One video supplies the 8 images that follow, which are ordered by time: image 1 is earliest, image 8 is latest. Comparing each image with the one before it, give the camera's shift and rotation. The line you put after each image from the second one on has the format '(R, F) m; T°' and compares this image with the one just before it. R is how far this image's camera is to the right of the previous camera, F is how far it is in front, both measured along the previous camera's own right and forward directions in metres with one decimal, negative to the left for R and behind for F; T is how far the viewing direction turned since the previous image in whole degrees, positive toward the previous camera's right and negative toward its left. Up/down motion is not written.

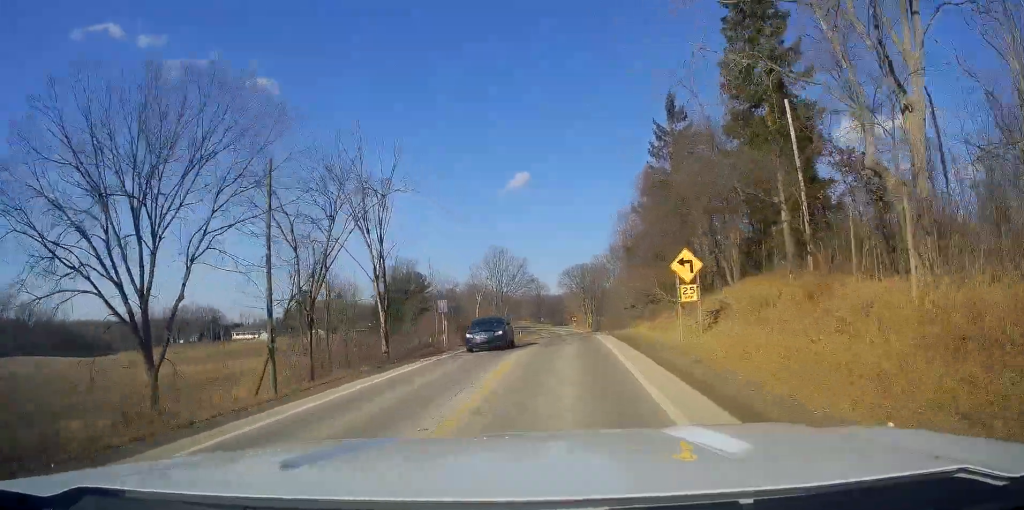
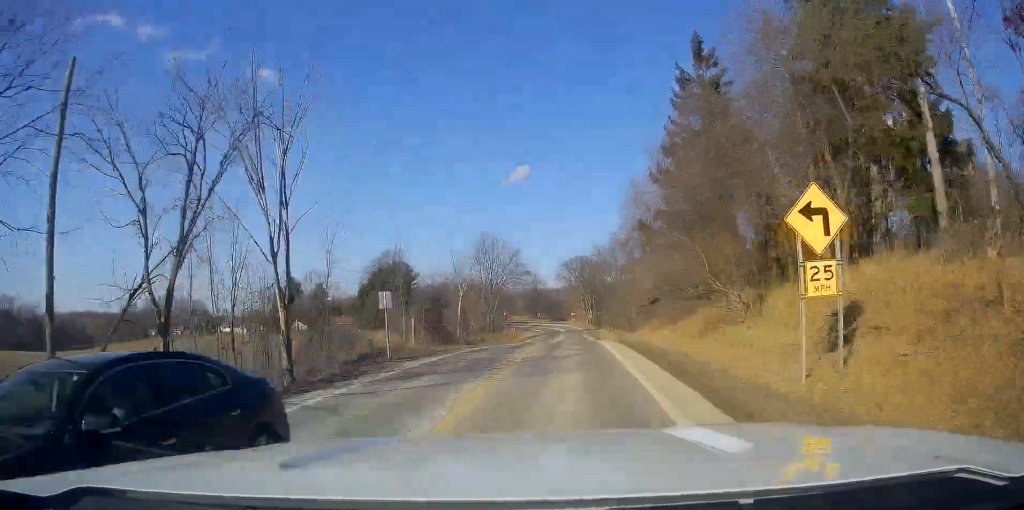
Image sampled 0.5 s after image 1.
(-0.4, +13.0) m; 0°
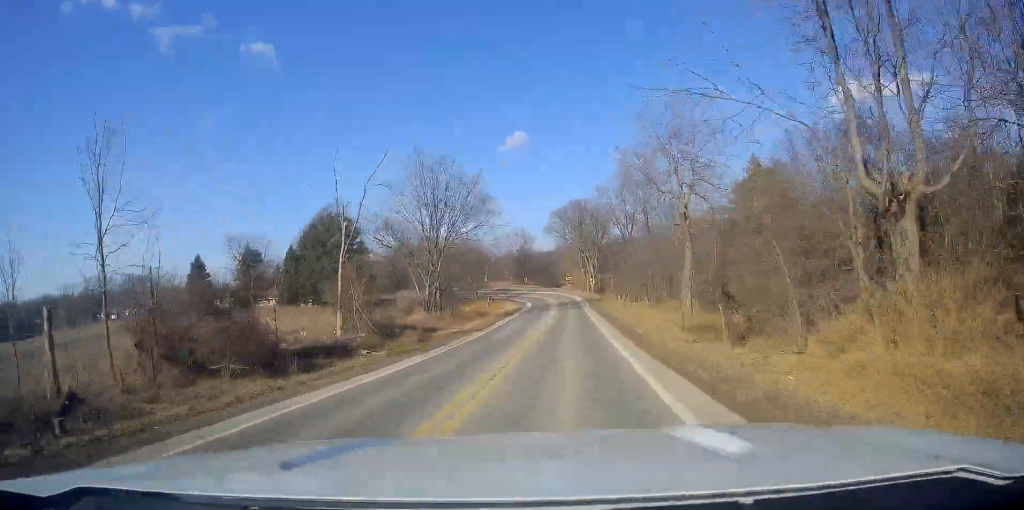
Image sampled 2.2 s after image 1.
(+0.7, +38.1) m; +1°
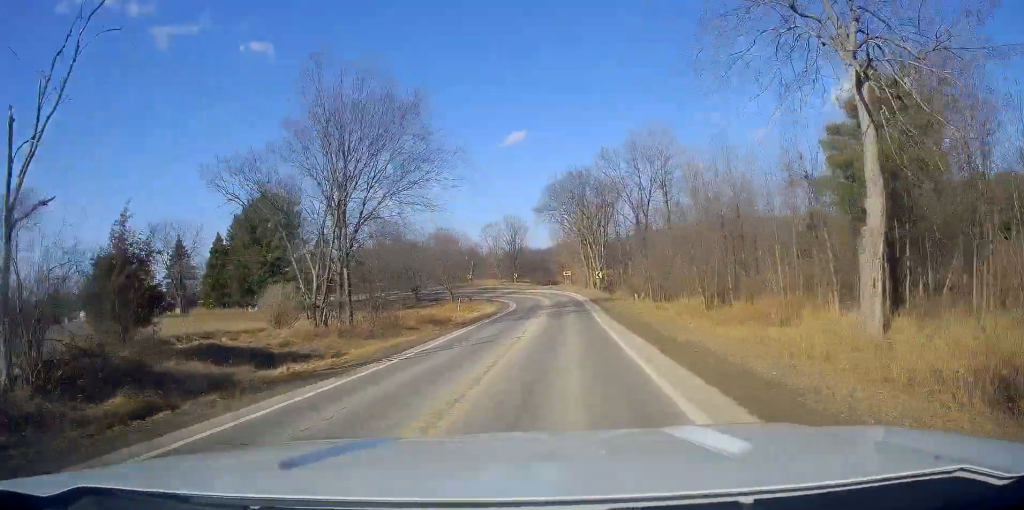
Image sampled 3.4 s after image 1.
(+0.1, +26.2) m; +1°
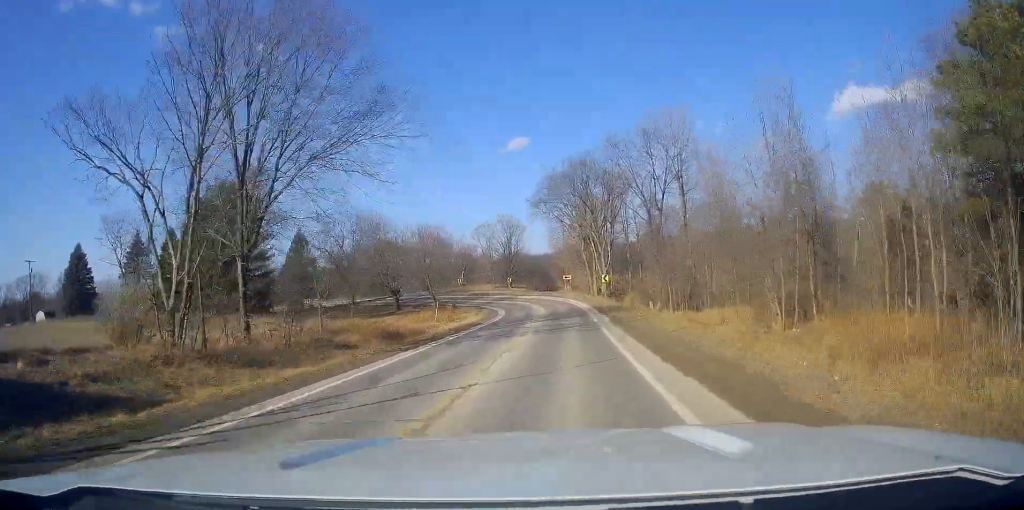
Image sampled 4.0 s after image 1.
(+0.1, +13.5) m; 0°
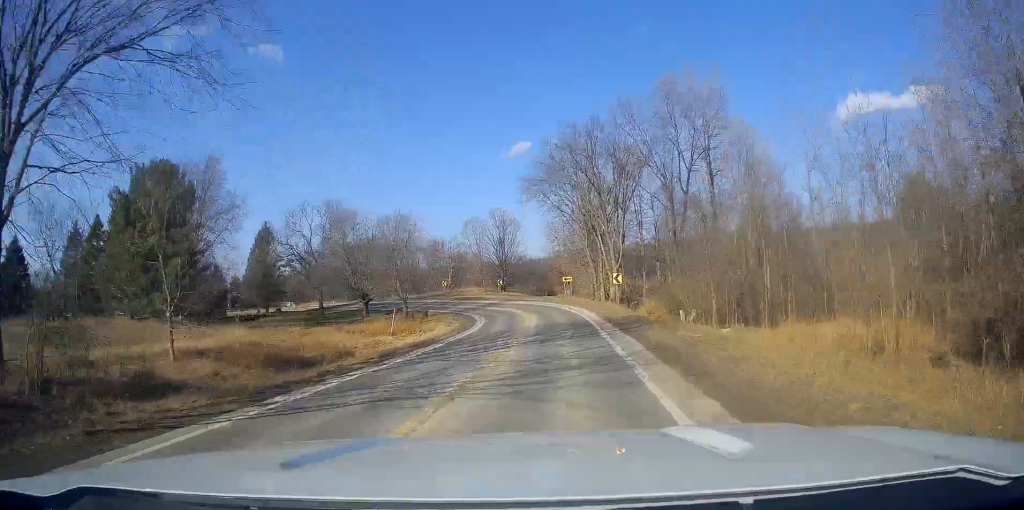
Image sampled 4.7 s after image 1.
(0.0, +16.8) m; 0°
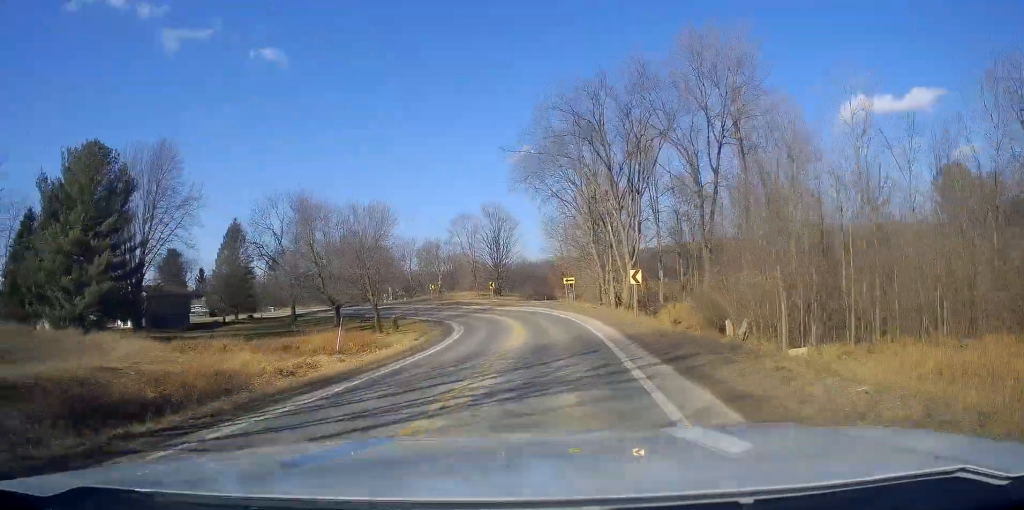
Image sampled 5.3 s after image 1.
(0.0, +10.8) m; 0°
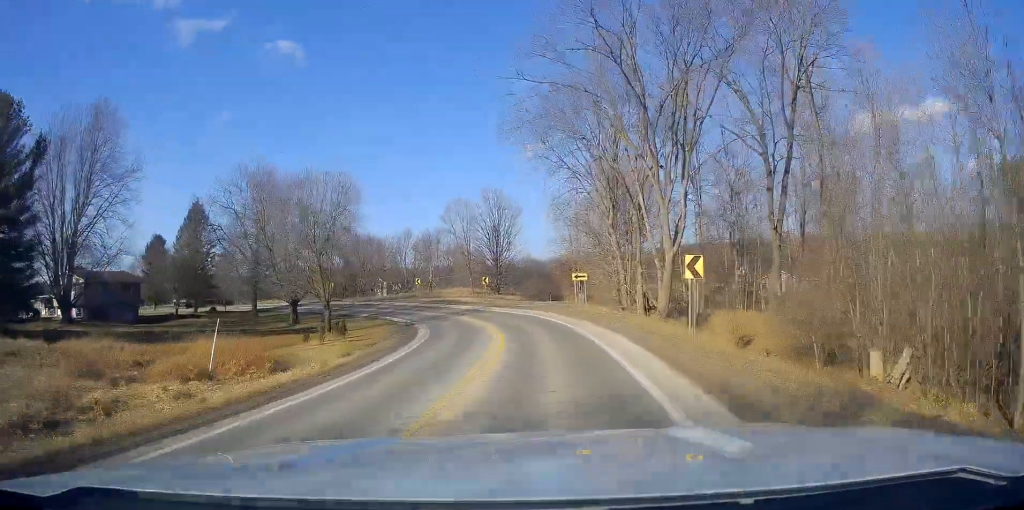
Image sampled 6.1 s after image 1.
(0.0, +13.5) m; -1°
